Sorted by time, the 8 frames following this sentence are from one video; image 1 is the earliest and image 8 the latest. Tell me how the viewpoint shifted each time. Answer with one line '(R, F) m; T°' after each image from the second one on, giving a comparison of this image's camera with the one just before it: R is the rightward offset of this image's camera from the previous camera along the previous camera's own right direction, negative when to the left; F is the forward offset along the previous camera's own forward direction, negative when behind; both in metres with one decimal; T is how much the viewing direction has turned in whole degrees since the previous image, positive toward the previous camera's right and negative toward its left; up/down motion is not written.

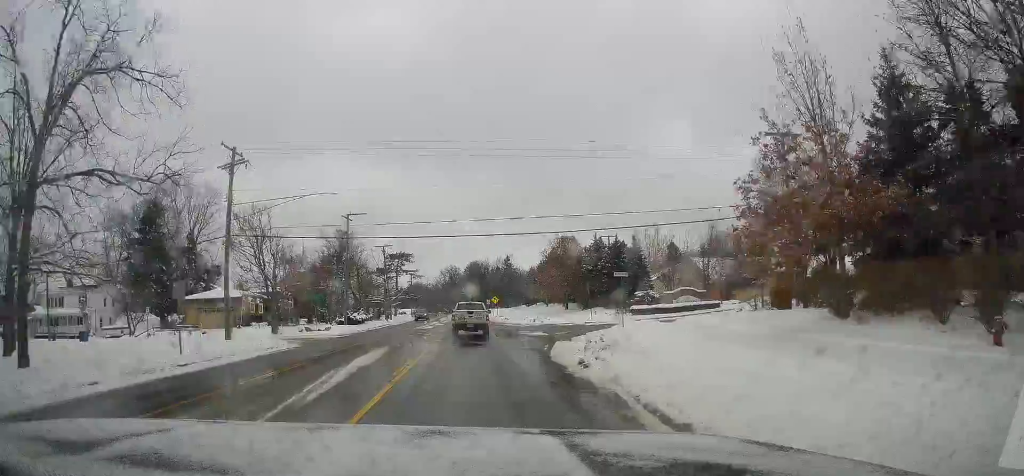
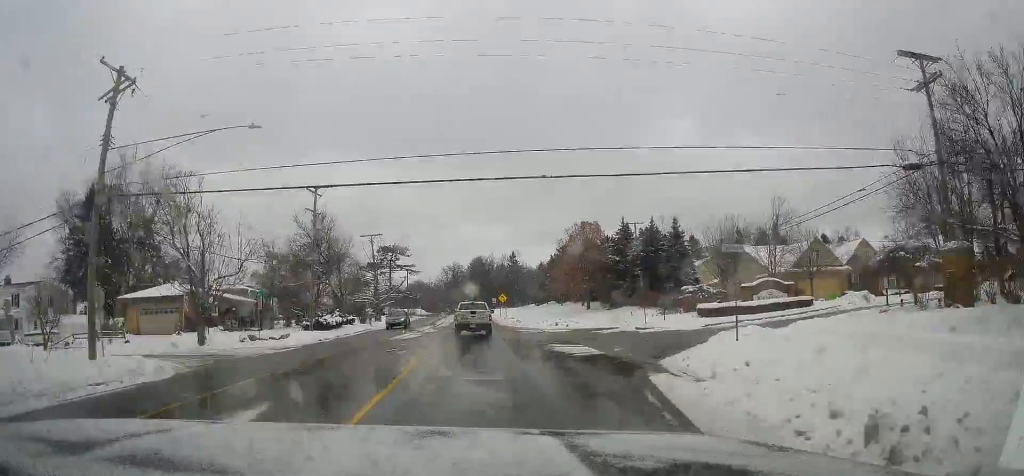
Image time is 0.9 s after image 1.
(0.0, +13.6) m; -1°
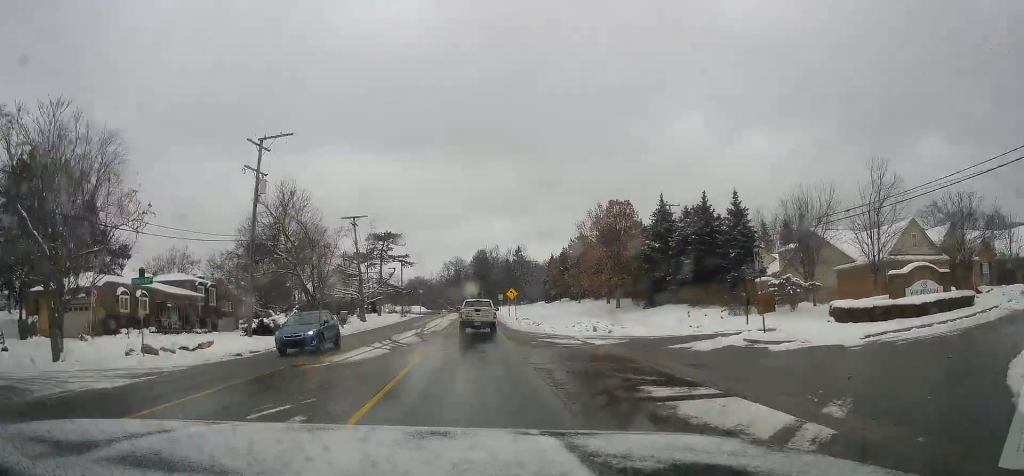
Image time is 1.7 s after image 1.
(-0.1, +13.8) m; -1°
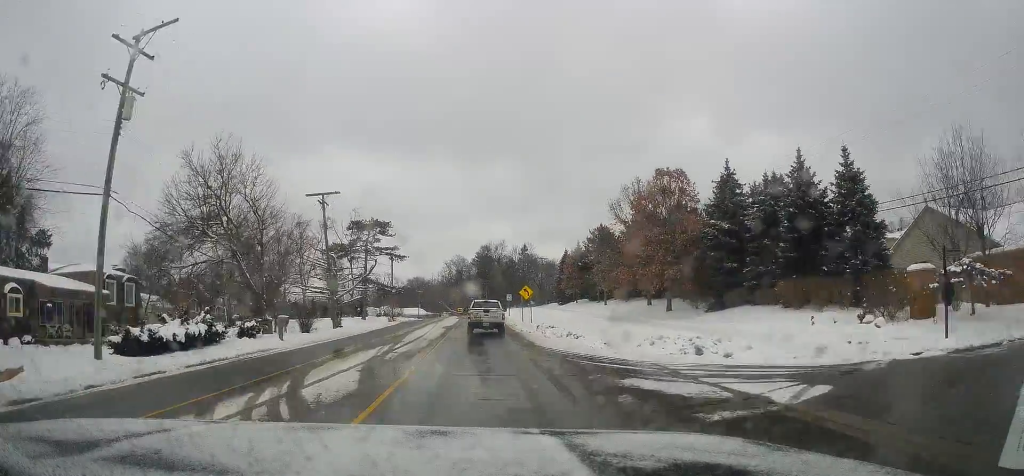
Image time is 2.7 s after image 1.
(-0.1, +15.1) m; -1°
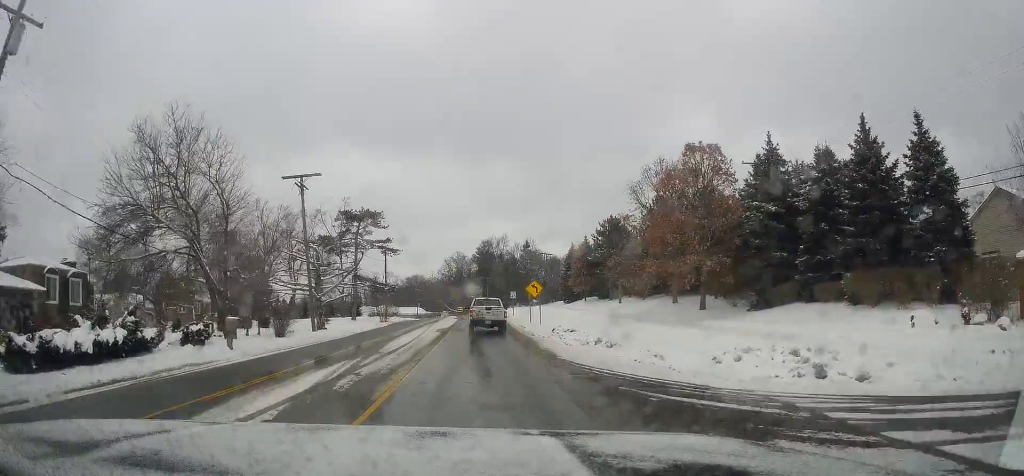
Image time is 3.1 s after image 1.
(+0.2, +6.7) m; -1°
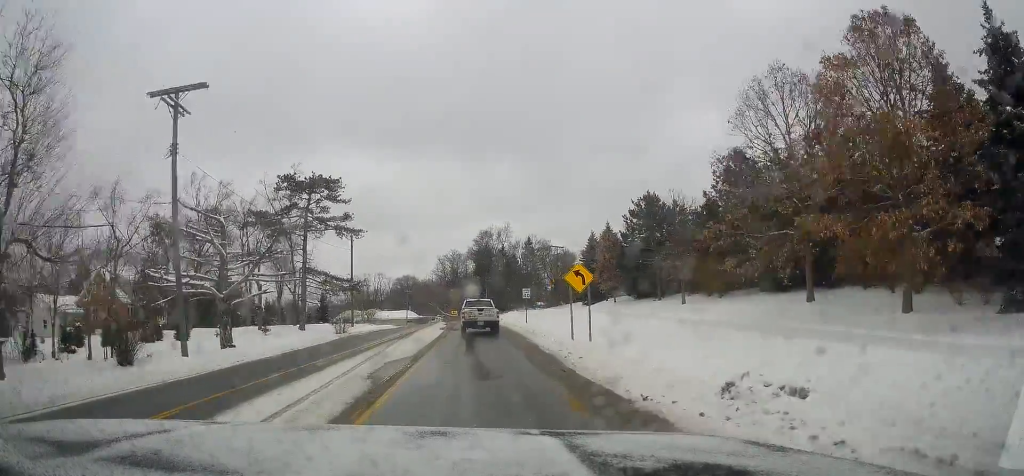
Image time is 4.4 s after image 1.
(-0.7, +19.9) m; 0°
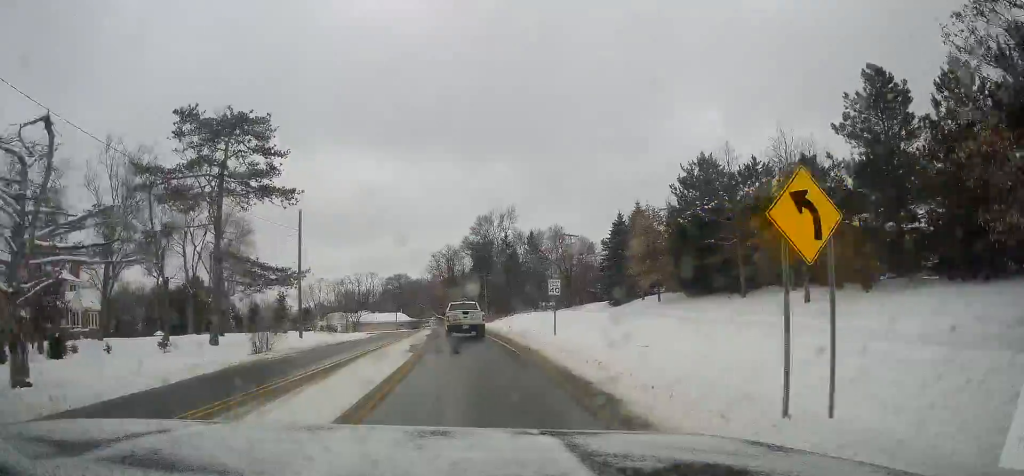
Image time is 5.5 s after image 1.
(+0.7, +16.9) m; 0°
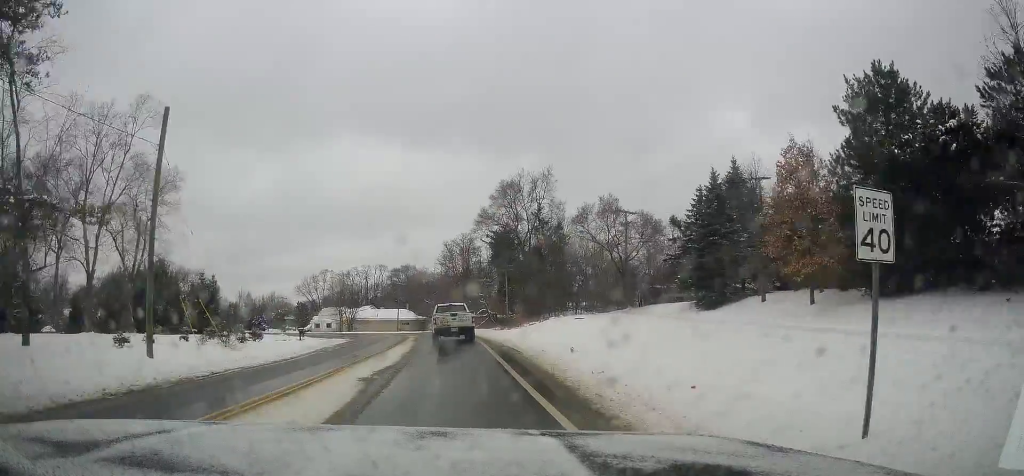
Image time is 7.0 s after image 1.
(-0.6, +22.1) m; -1°
